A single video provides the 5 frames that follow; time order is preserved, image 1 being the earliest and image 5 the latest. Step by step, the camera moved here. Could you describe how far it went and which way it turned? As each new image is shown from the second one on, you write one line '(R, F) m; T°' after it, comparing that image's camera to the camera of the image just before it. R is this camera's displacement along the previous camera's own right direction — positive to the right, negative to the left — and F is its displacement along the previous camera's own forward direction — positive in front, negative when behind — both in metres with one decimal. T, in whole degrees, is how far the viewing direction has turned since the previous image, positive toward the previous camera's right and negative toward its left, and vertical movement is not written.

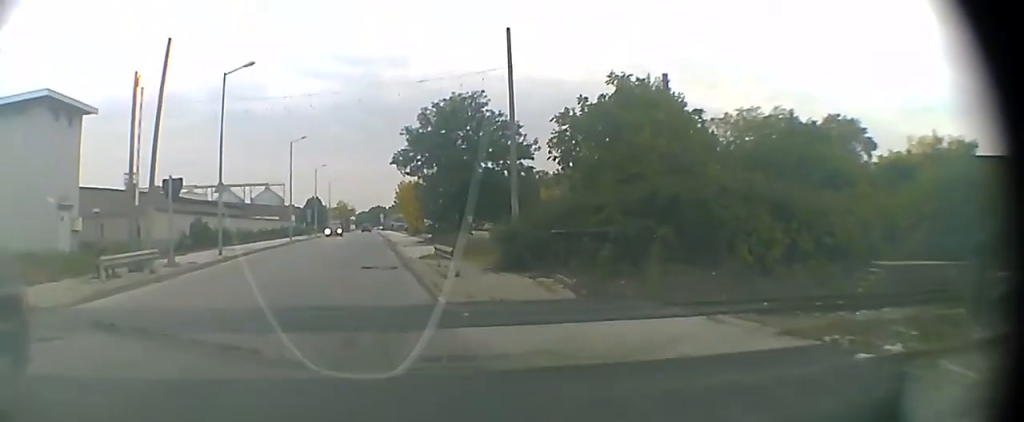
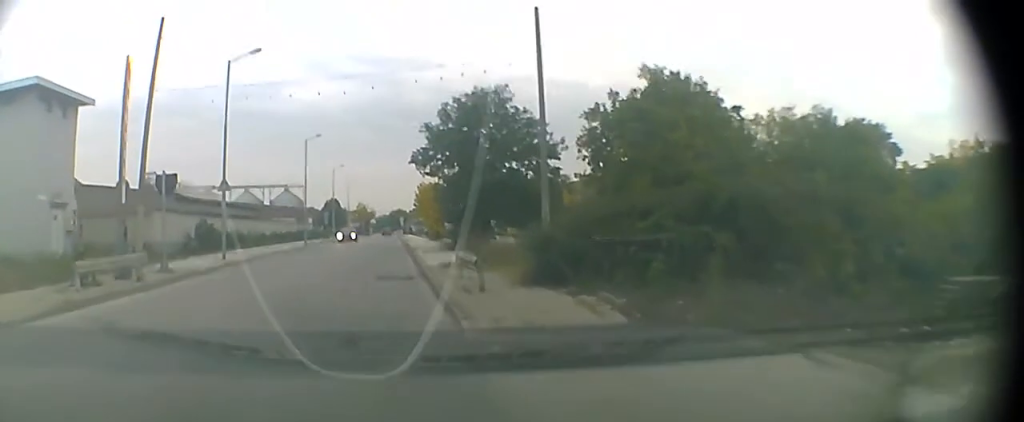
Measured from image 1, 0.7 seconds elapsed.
(-0.1, +2.5) m; -2°
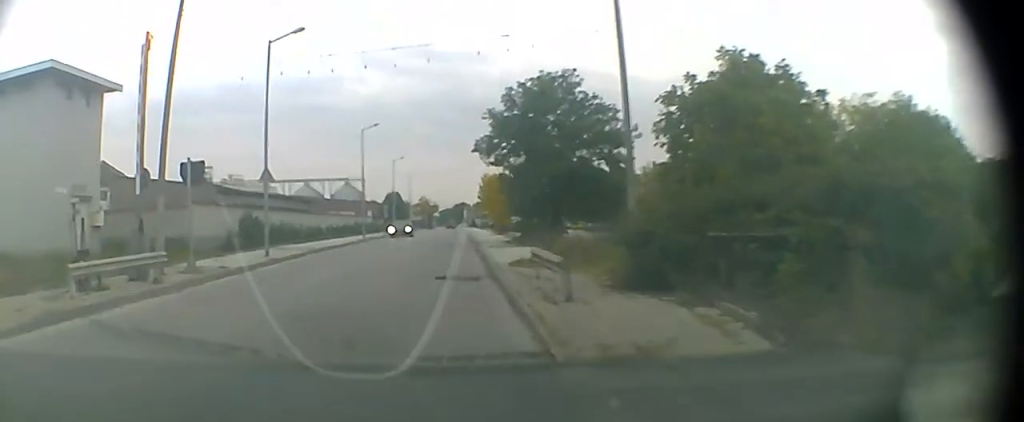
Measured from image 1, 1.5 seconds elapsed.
(-0.1, +2.8) m; -3°
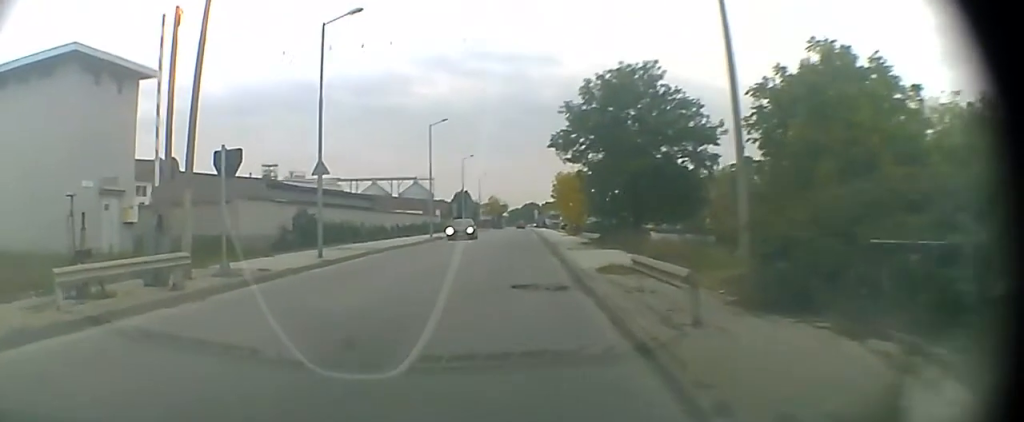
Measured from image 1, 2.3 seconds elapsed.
(0.0, +2.7) m; -2°
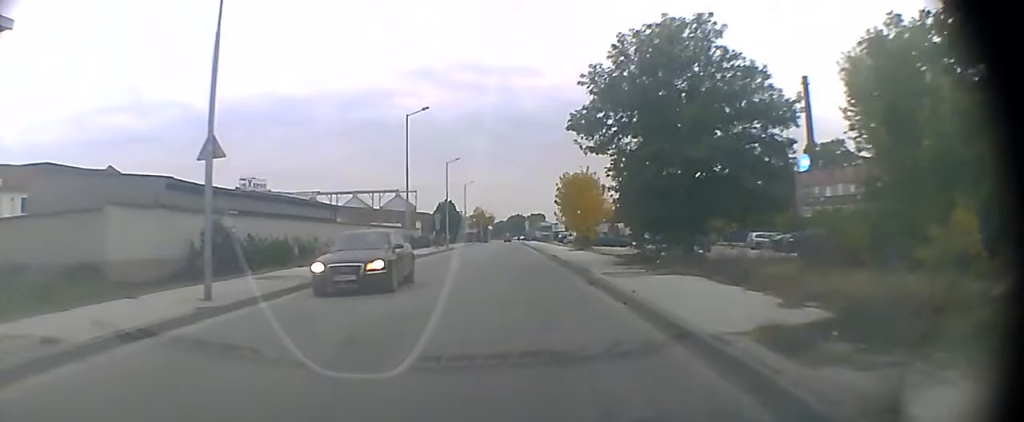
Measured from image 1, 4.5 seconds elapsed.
(-0.2, +9.8) m; +1°
